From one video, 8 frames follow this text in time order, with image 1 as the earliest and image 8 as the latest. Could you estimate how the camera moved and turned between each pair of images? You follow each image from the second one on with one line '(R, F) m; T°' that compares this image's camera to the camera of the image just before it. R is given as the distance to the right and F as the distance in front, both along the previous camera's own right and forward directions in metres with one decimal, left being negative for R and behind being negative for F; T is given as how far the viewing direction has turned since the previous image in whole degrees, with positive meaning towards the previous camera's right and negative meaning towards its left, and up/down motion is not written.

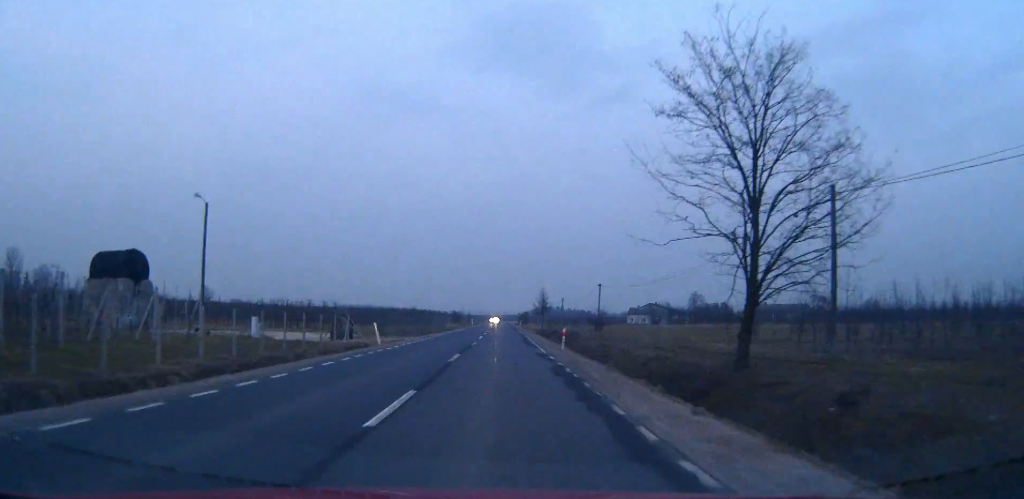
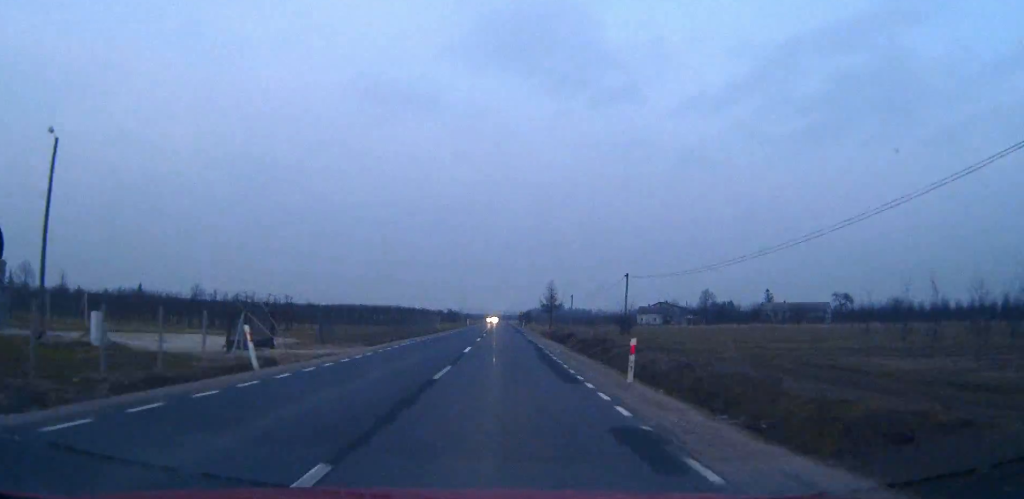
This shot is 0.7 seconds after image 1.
(-0.1, +18.2) m; 0°
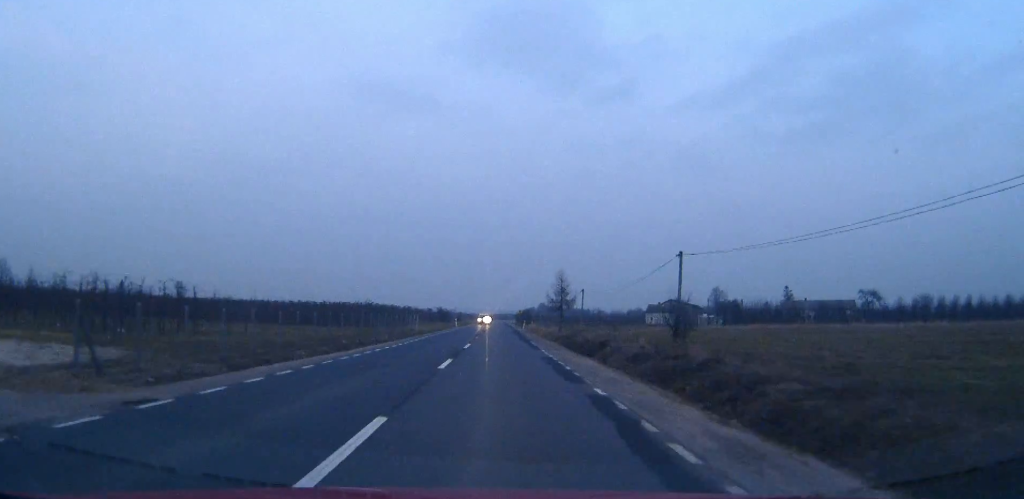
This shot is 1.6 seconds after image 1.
(+0.1, +21.3) m; 0°
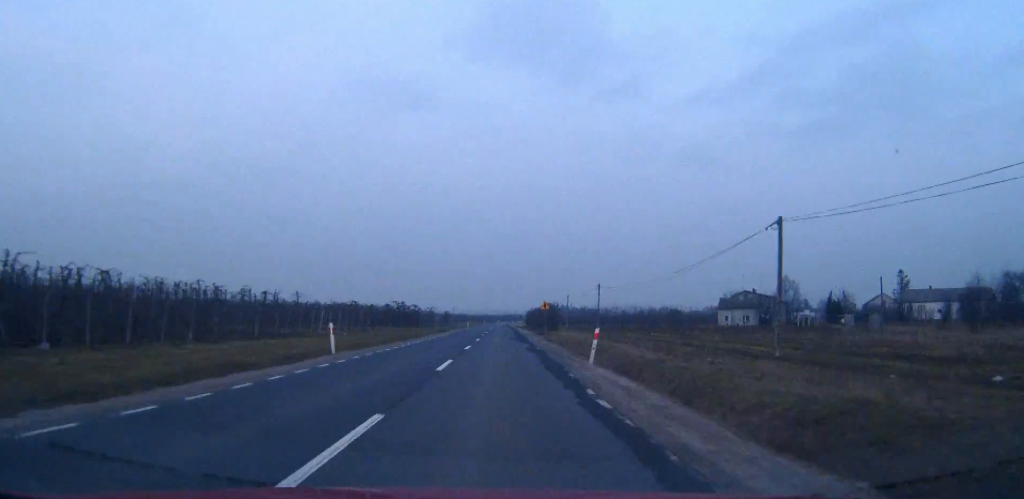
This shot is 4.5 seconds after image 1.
(0.0, +71.0) m; 0°
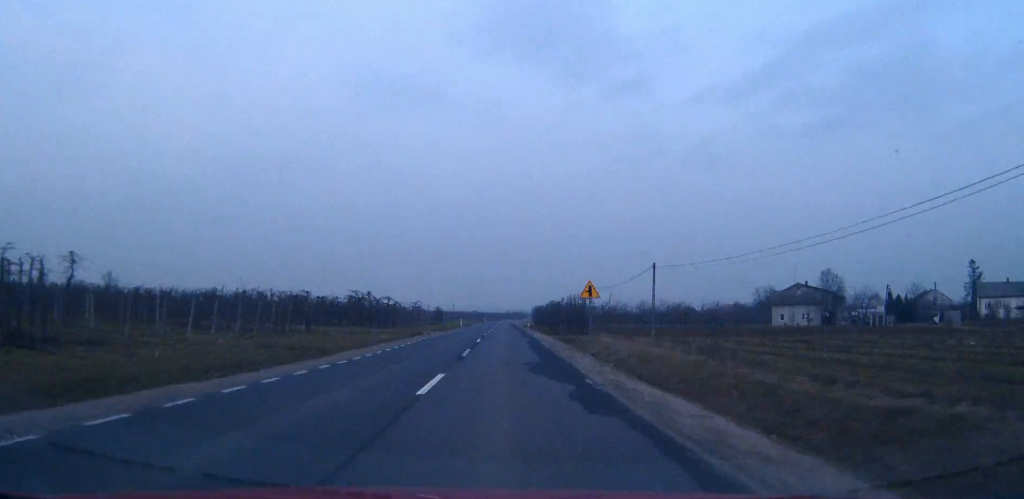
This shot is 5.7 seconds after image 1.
(-0.1, +29.2) m; 0°
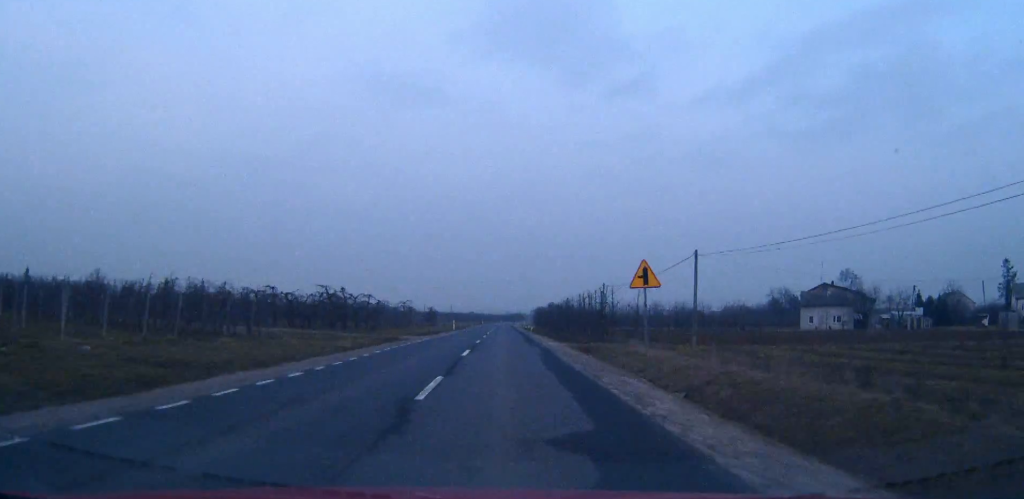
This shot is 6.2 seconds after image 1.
(0.0, +12.3) m; 0°
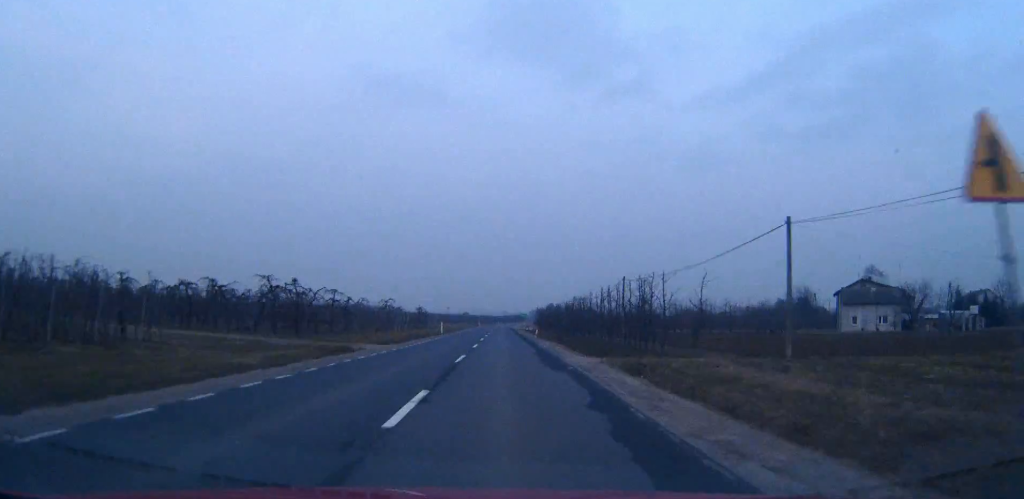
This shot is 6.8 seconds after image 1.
(0.0, +14.8) m; 0°
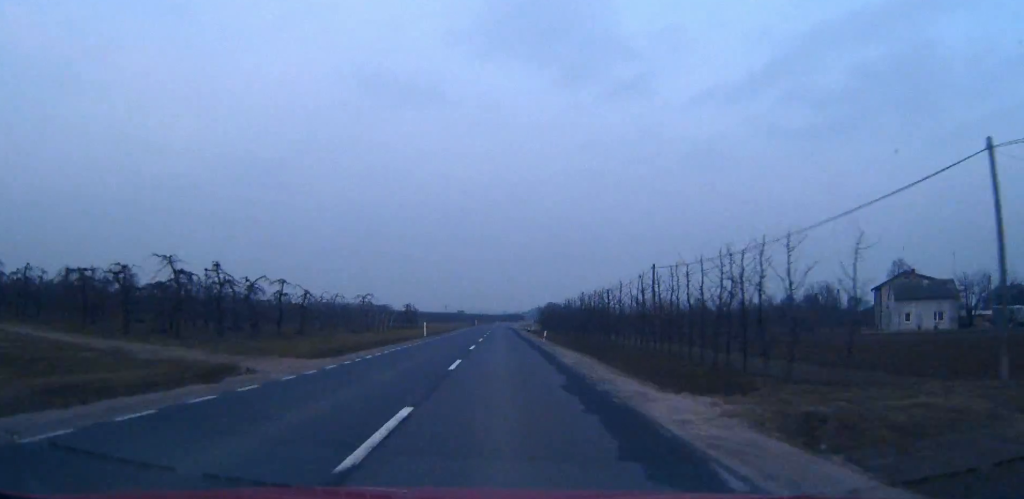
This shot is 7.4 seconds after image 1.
(0.0, +14.1) m; 0°
